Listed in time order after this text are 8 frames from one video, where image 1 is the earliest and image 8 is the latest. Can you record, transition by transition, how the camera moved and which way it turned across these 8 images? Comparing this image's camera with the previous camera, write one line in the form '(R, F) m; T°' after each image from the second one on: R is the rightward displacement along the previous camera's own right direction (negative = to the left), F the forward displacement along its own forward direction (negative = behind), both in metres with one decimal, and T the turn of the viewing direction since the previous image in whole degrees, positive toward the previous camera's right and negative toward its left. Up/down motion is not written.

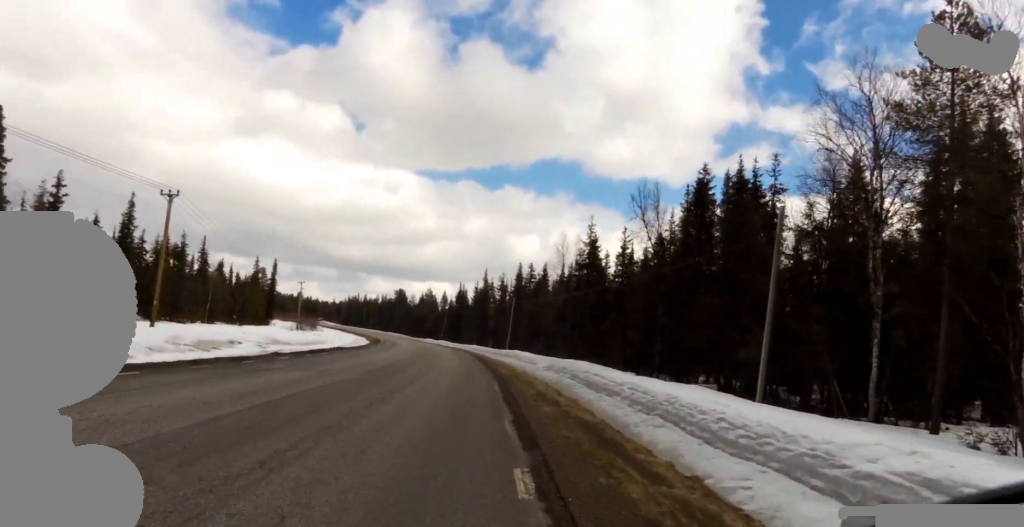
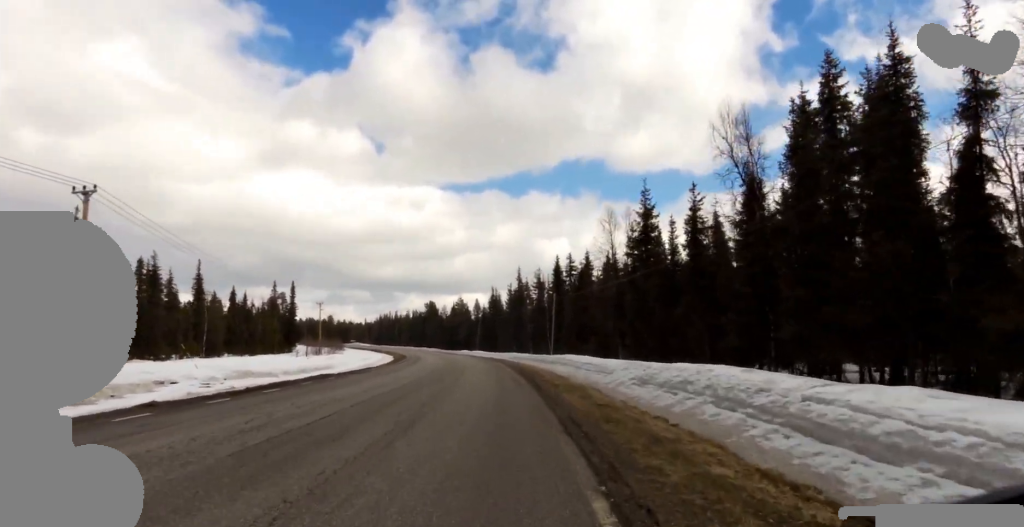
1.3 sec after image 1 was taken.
(0.0, +10.0) m; -1°
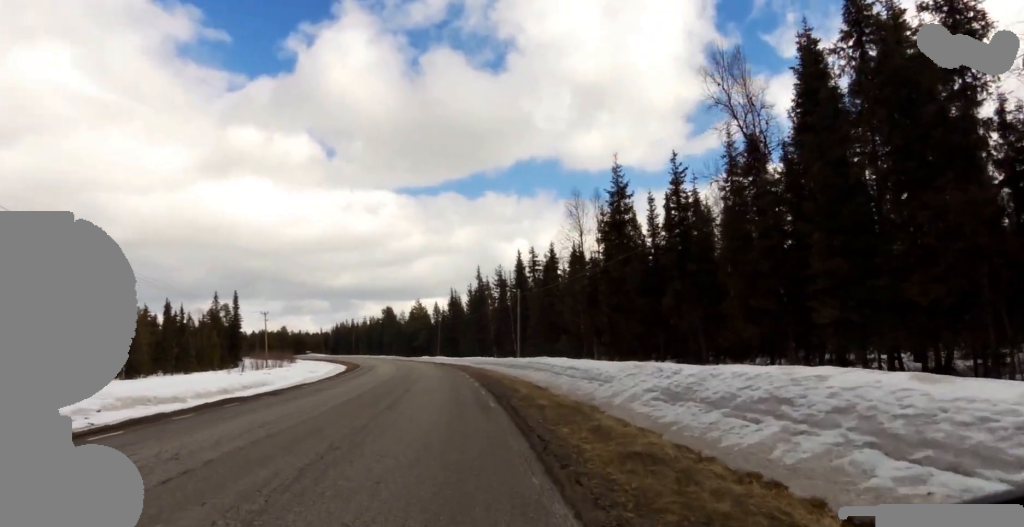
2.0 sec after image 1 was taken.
(-0.1, +4.9) m; -1°
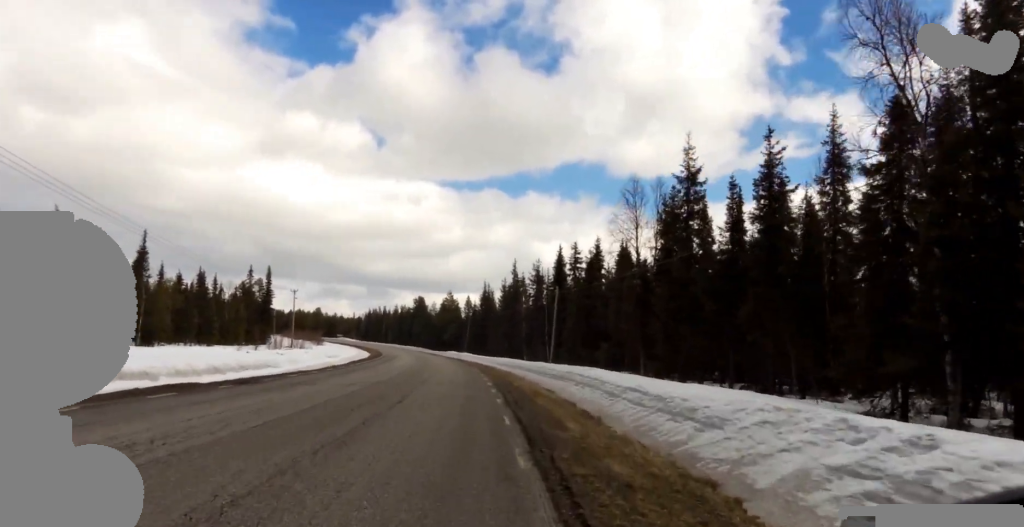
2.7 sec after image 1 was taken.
(+0.1, +5.1) m; 0°
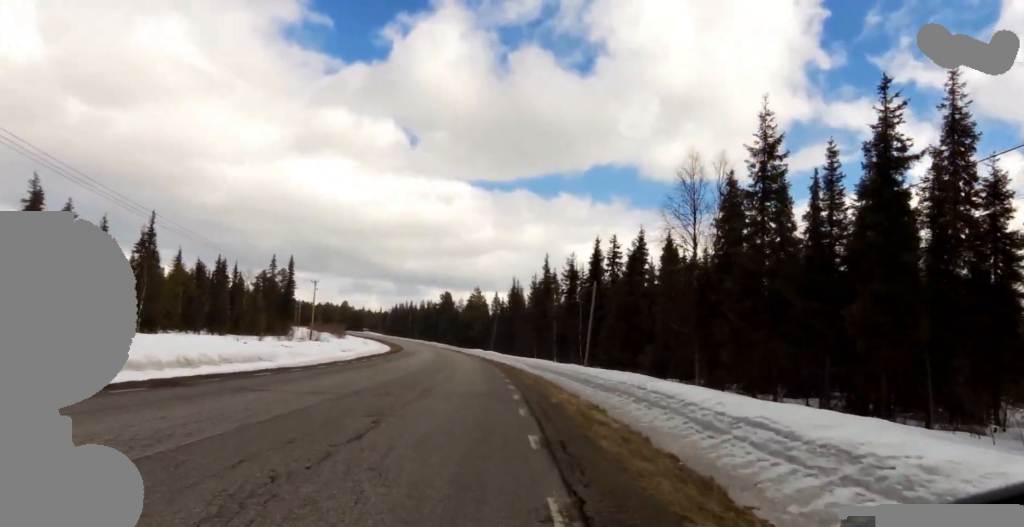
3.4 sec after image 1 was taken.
(-0.2, +5.0) m; -1°
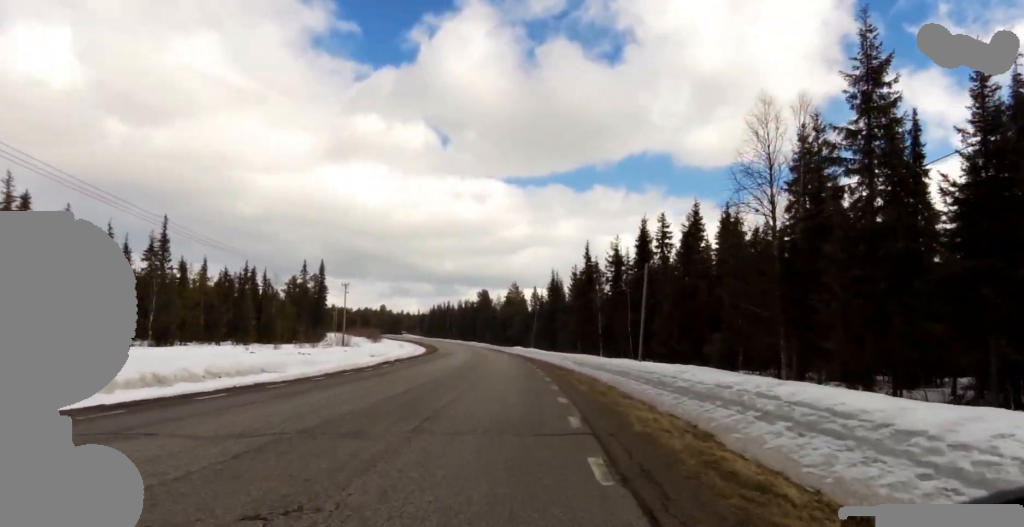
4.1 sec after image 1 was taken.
(0.0, +4.7) m; 0°
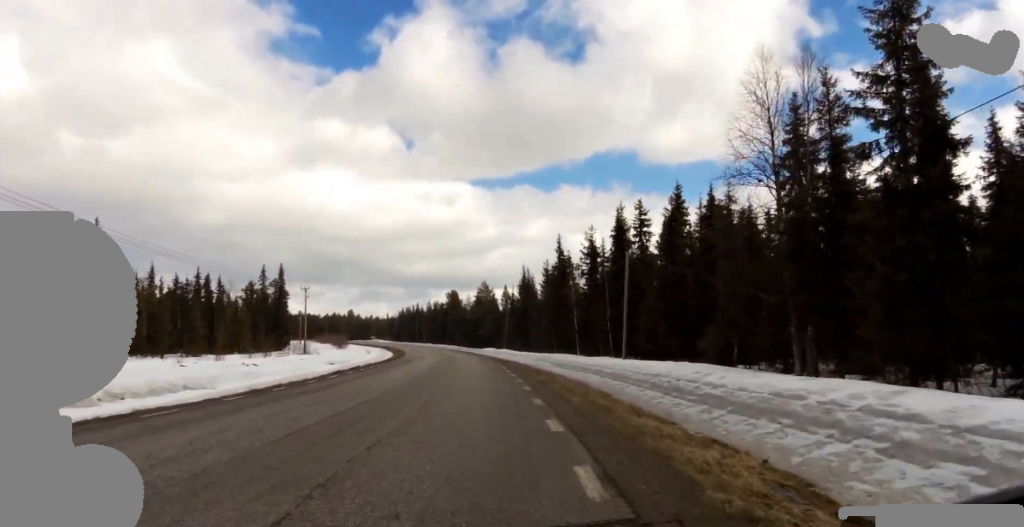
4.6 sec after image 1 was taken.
(0.0, +3.5) m; +1°
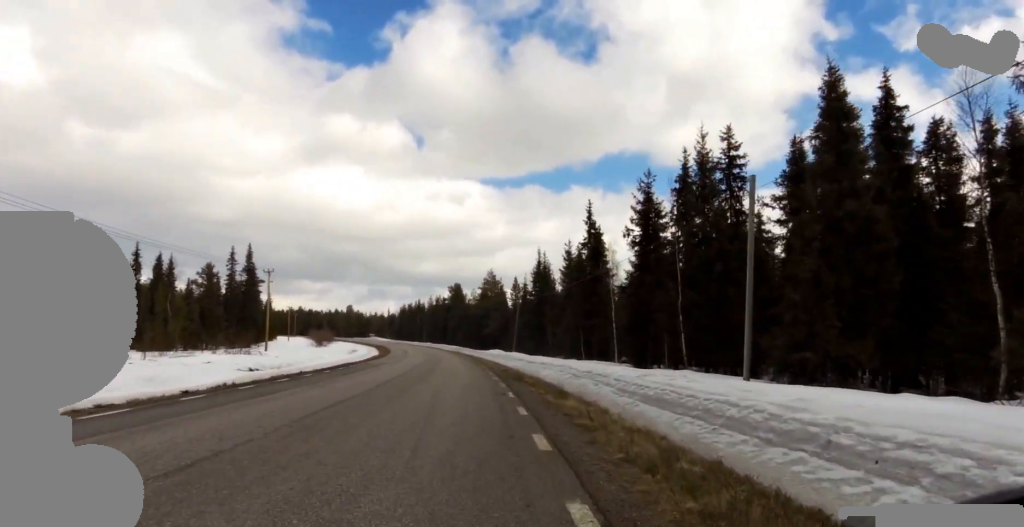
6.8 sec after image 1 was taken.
(0.0, +15.9) m; -2°
